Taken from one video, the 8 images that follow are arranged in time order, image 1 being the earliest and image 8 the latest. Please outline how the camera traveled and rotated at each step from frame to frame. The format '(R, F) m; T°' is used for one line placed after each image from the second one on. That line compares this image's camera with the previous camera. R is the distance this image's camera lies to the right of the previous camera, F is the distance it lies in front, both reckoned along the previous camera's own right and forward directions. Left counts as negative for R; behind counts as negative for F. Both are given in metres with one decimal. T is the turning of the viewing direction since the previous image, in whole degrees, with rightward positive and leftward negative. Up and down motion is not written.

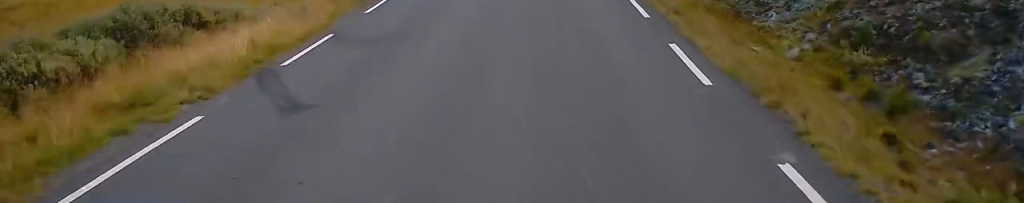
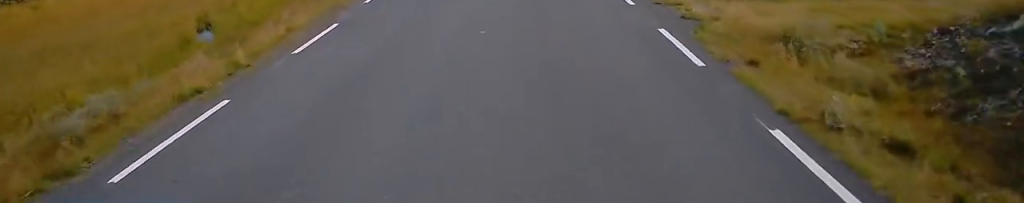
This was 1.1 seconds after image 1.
(+0.1, +16.9) m; +2°
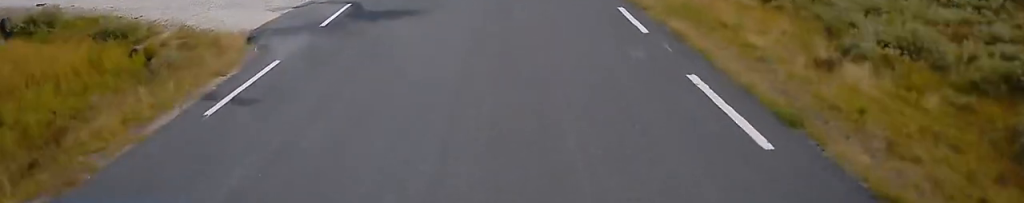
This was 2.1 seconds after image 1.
(+0.3, +15.4) m; 0°
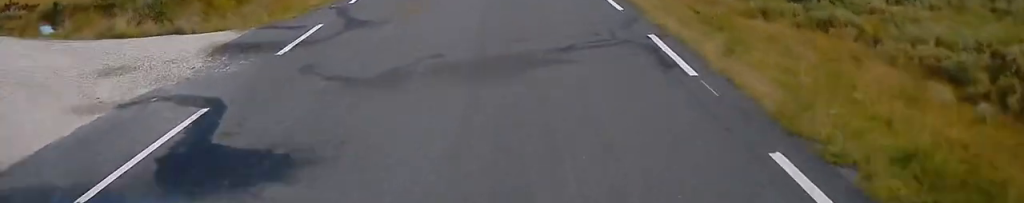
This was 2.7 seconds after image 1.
(-0.2, +9.0) m; -1°
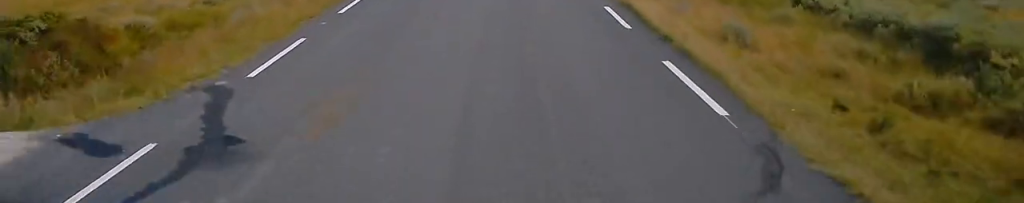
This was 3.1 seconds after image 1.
(-0.1, +7.4) m; 0°
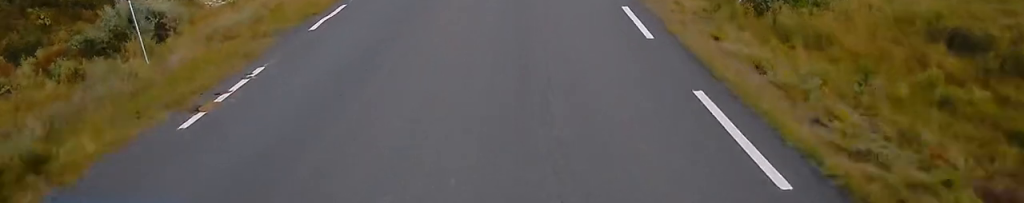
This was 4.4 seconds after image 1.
(+0.3, +20.4) m; +2°
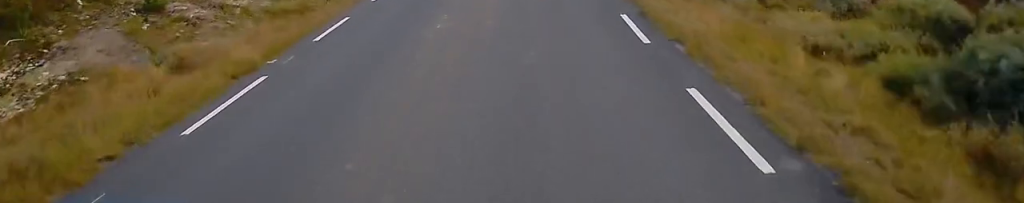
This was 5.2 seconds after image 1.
(+0.2, +11.8) m; 0°
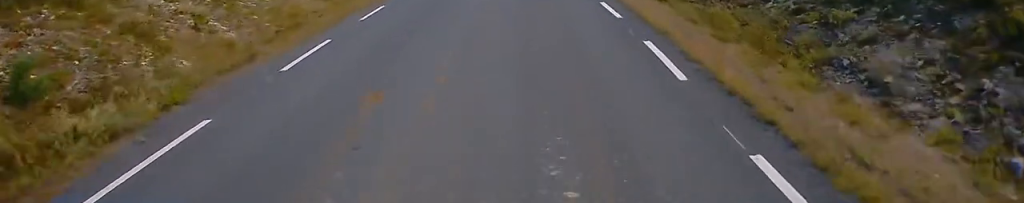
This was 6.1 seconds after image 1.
(-0.4, +14.6) m; -1°
